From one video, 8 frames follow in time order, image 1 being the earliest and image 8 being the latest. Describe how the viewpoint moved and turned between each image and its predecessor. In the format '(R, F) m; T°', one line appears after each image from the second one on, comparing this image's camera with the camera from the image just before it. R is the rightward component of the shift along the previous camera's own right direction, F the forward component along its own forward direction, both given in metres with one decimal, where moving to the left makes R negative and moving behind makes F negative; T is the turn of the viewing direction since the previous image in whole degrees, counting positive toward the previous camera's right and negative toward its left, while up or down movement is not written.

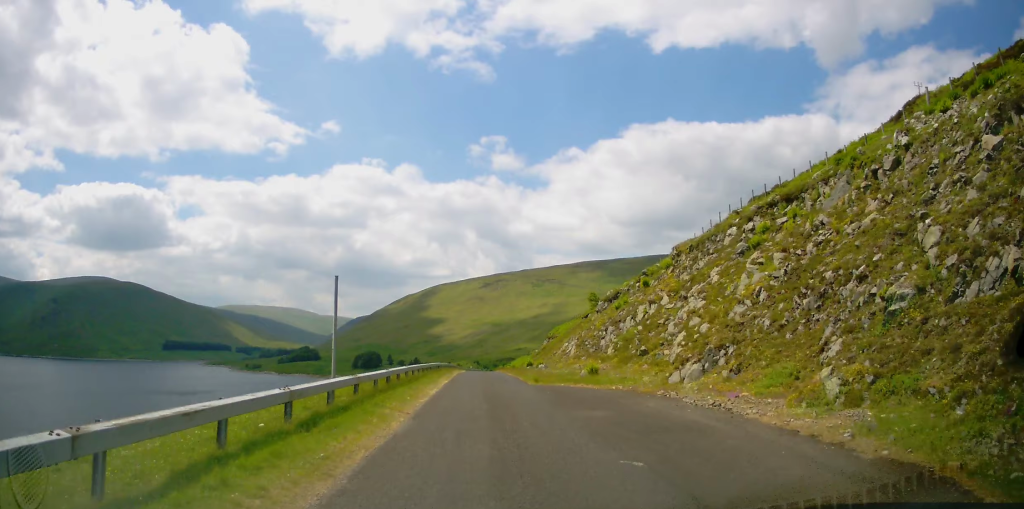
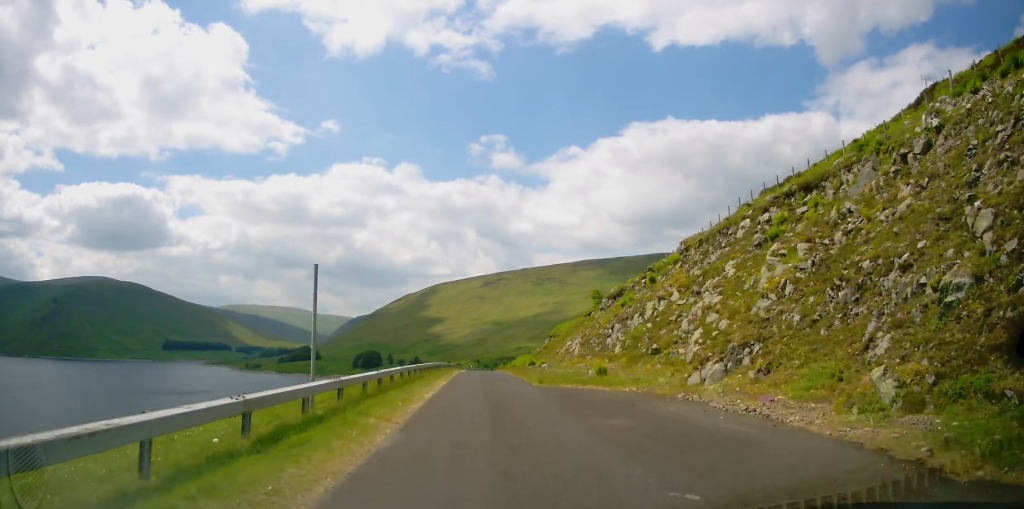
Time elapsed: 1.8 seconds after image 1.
(+0.2, +30.9) m; +1°
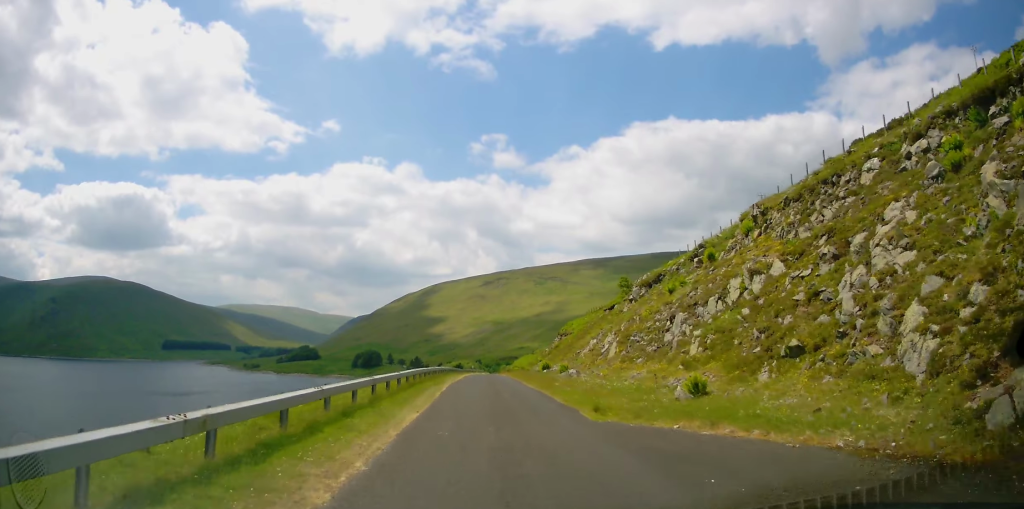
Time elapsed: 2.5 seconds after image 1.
(+0.1, +11.2) m; 0°
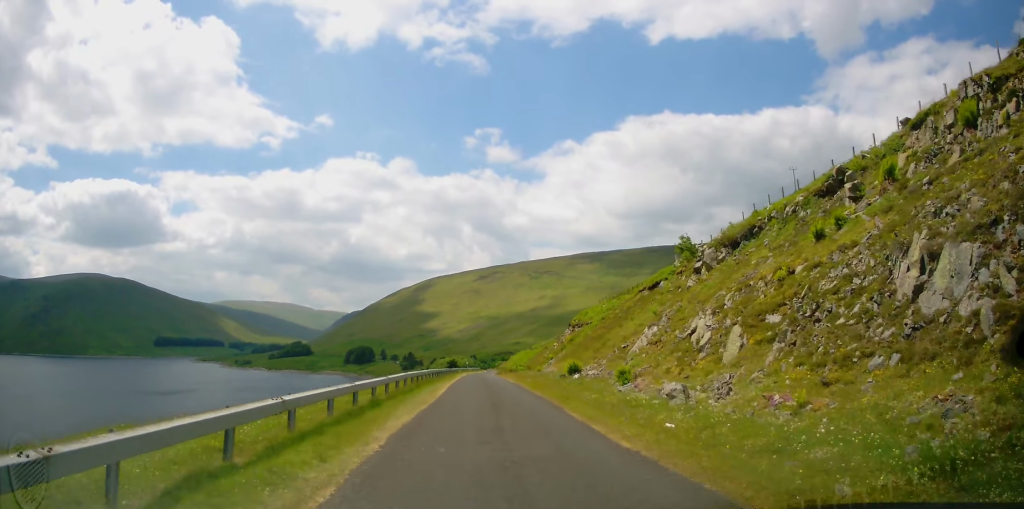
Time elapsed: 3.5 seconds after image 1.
(-0.1, +16.7) m; 0°
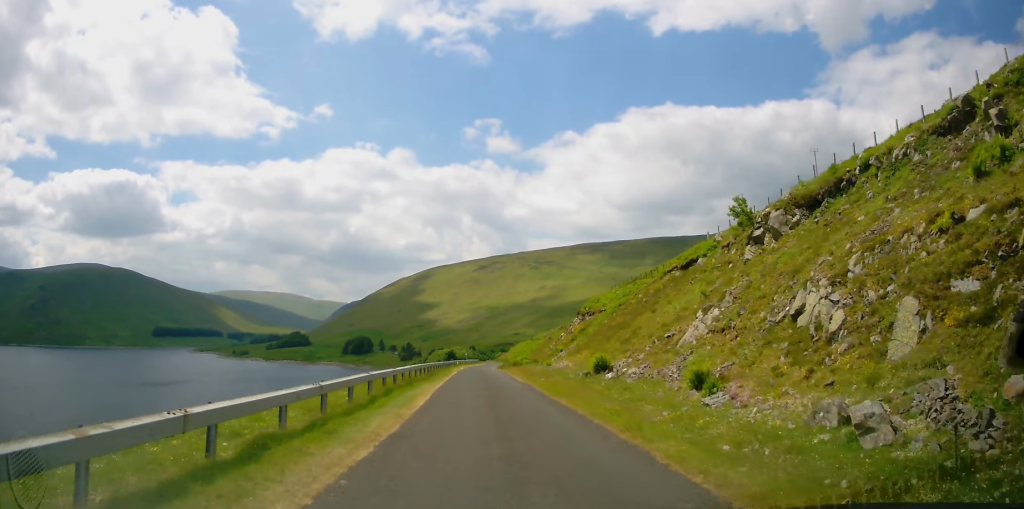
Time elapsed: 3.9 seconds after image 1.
(+0.1, +7.8) m; -1°
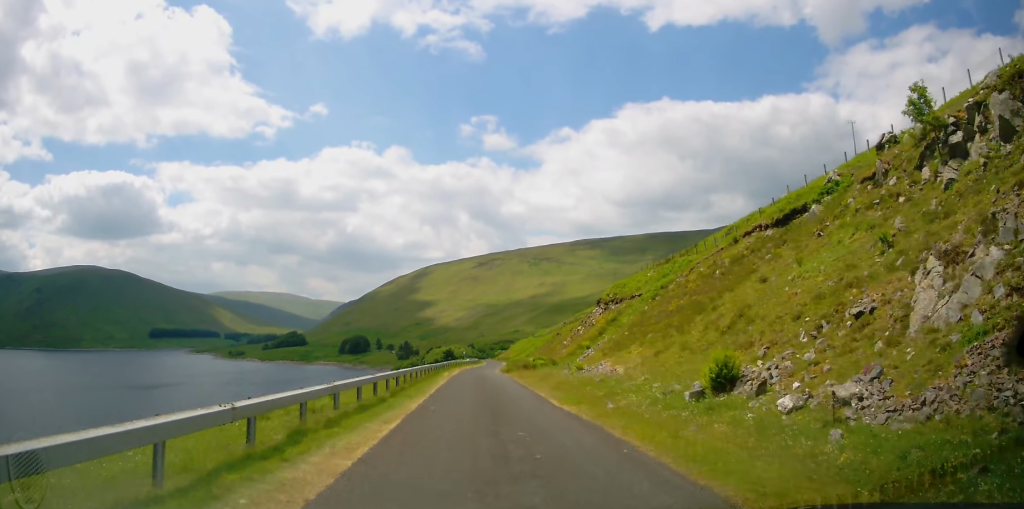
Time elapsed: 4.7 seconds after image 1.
(-0.1, +13.4) m; -1°
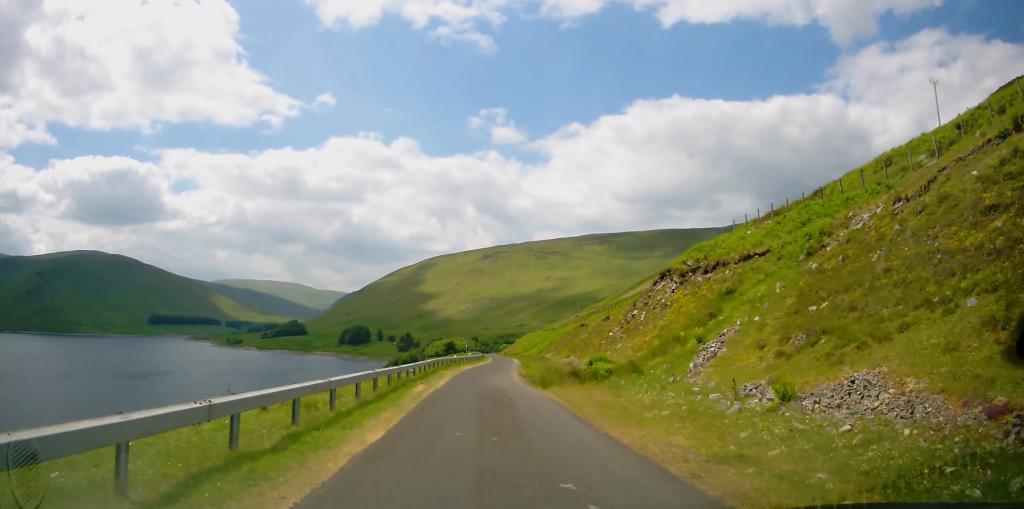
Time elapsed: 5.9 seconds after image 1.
(0.0, +20.5) m; +2°
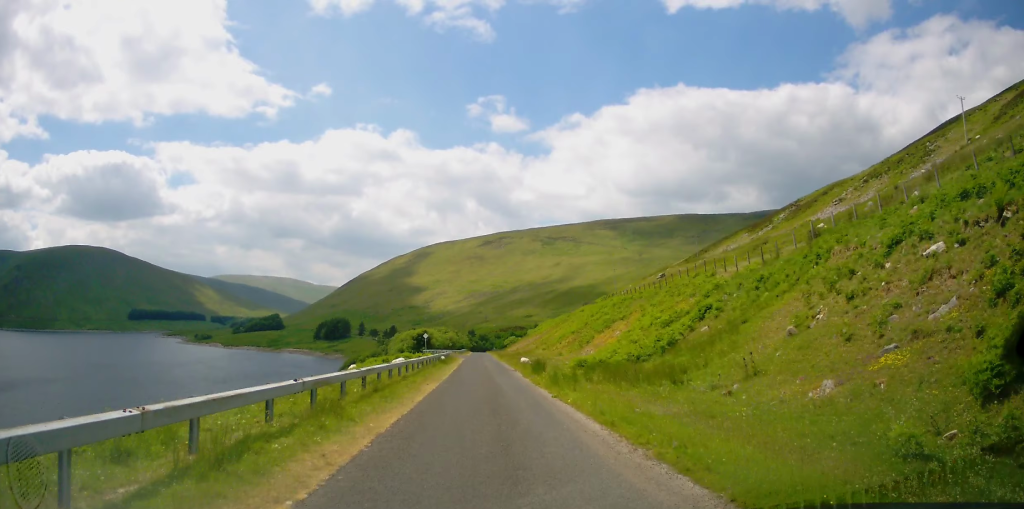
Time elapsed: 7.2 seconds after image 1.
(+0.5, +21.4) m; +2°
